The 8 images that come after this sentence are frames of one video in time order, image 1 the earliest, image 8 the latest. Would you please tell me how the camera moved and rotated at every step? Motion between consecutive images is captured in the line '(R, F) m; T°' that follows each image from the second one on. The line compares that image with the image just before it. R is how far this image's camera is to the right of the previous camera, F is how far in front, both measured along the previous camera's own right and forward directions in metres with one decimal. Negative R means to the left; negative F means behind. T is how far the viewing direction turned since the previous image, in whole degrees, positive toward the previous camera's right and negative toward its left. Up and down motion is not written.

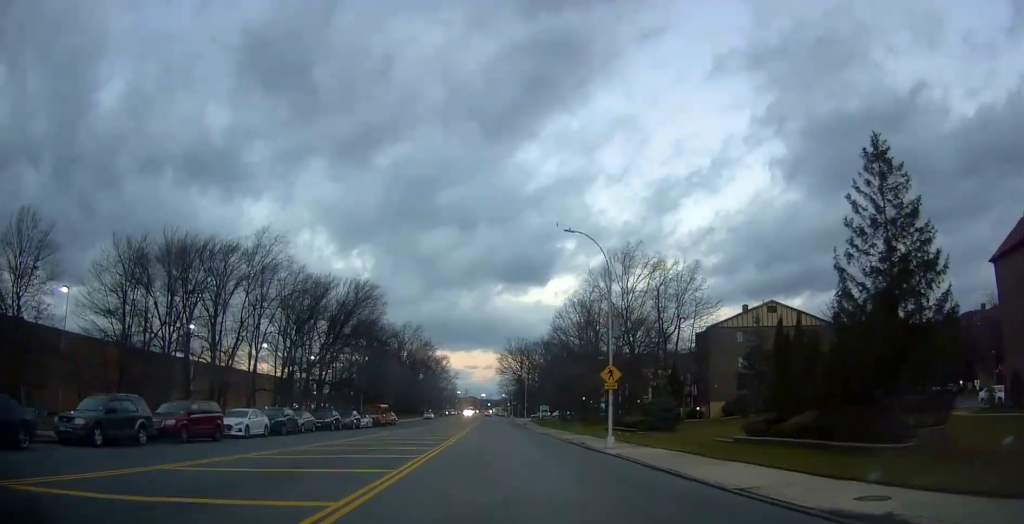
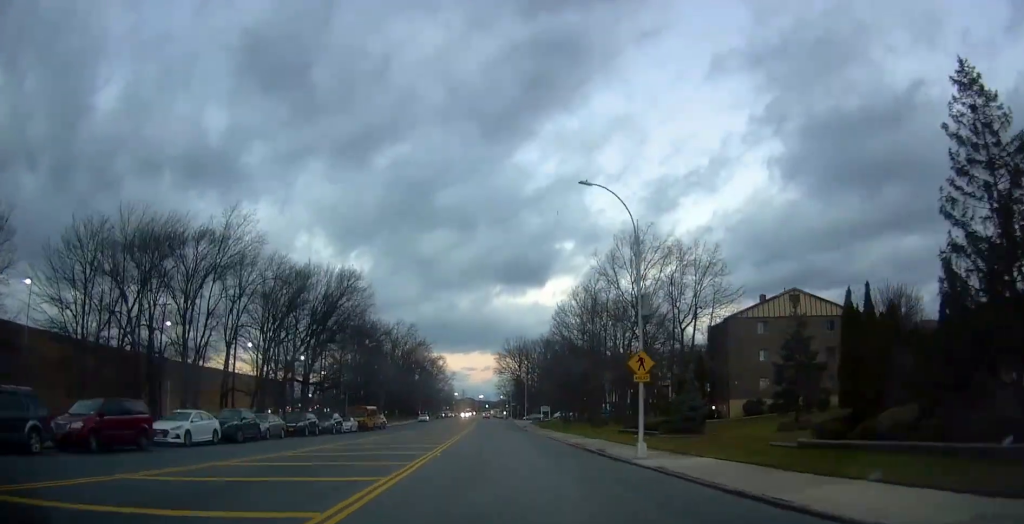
(-0.1, +5.8) m; 0°
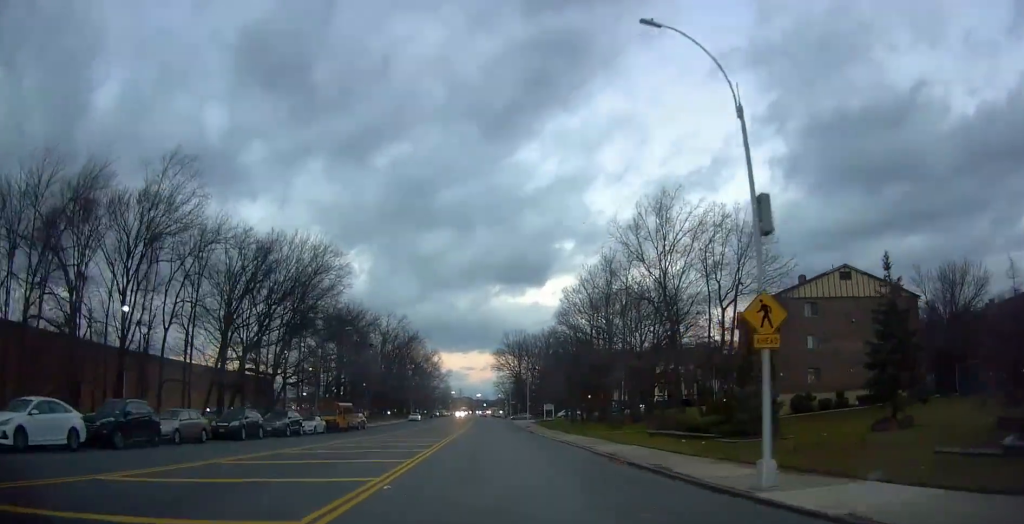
(+0.3, +10.3) m; -1°
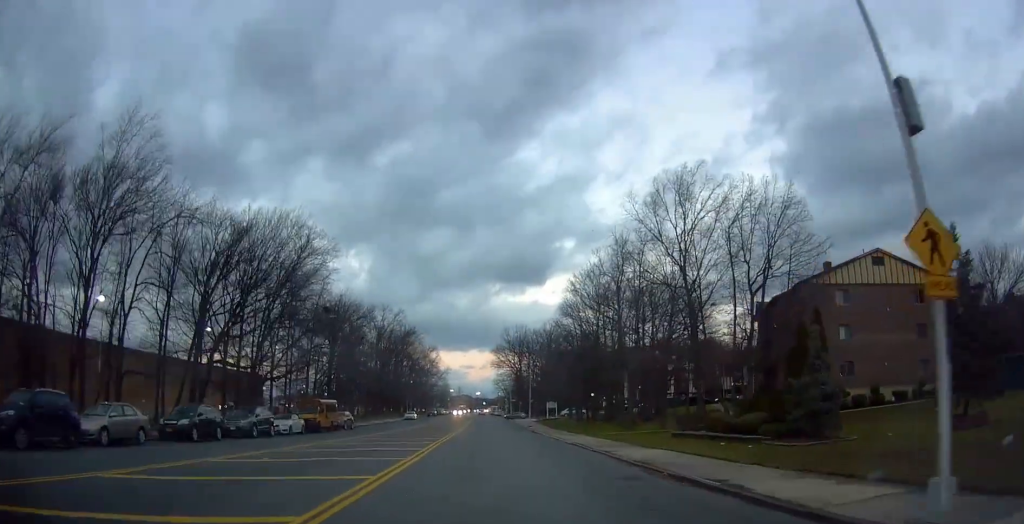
(-0.1, +5.3) m; 0°
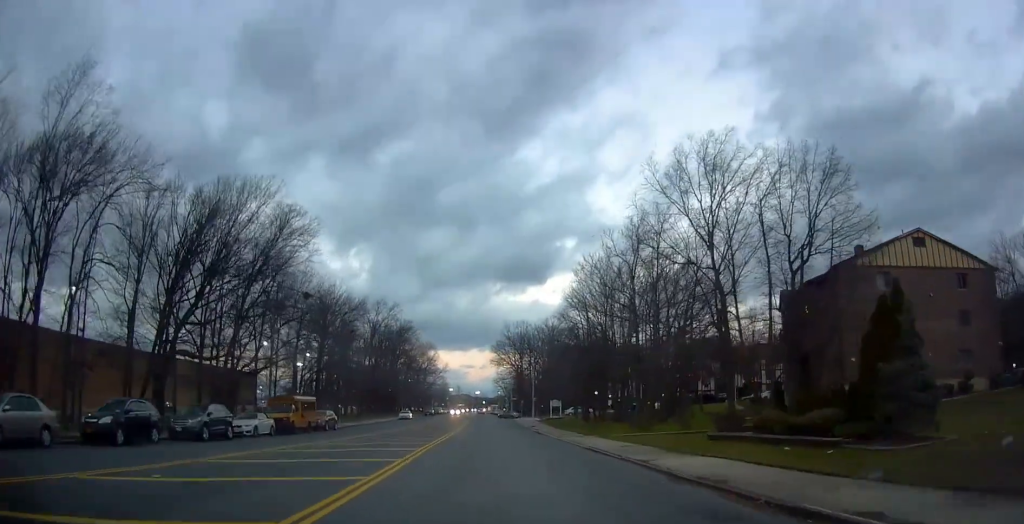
(-0.2, +5.9) m; 0°
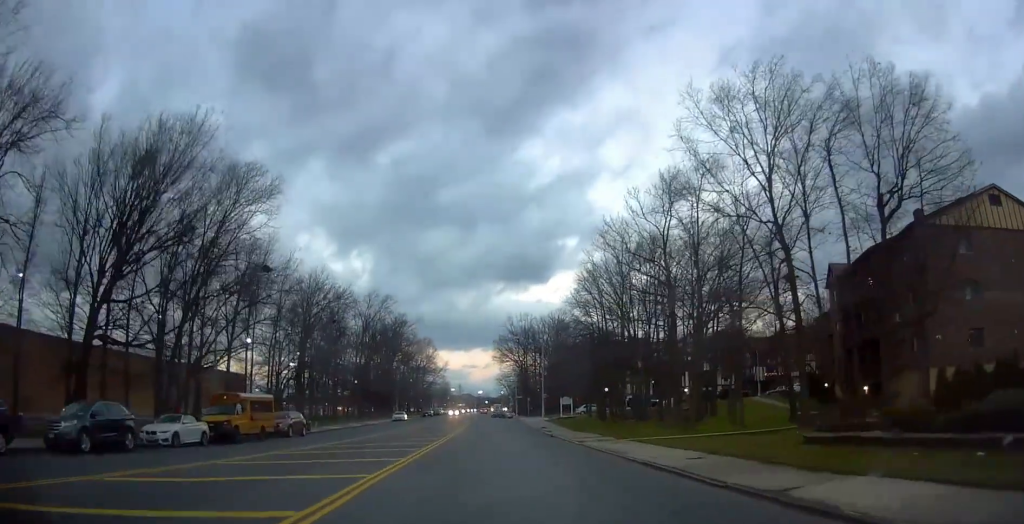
(0.0, +9.1) m; 0°
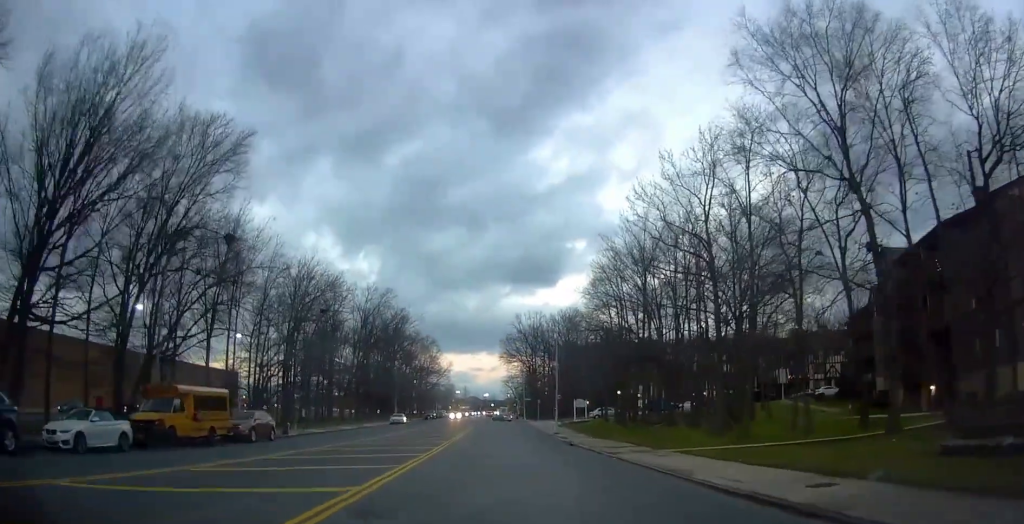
(+0.1, +6.9) m; +1°
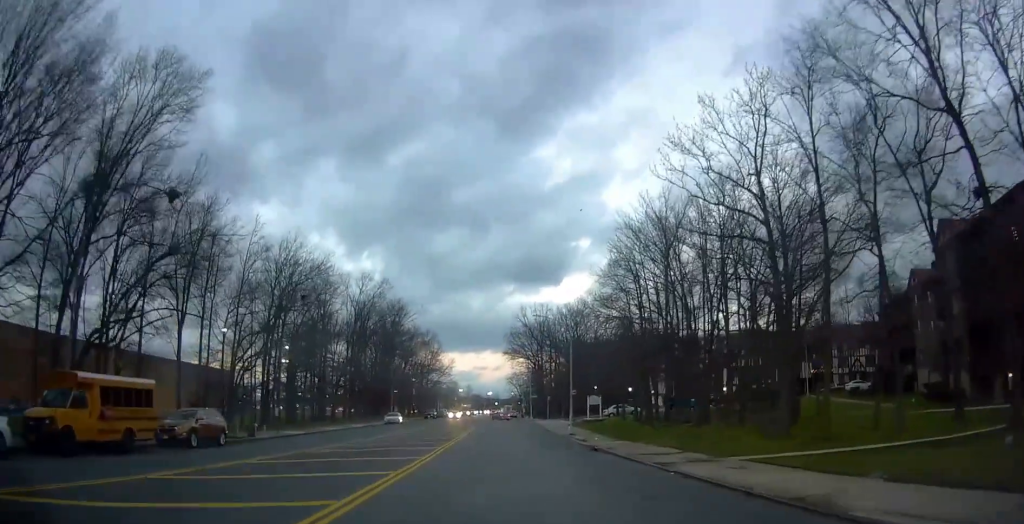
(0.0, +7.0) m; 0°
